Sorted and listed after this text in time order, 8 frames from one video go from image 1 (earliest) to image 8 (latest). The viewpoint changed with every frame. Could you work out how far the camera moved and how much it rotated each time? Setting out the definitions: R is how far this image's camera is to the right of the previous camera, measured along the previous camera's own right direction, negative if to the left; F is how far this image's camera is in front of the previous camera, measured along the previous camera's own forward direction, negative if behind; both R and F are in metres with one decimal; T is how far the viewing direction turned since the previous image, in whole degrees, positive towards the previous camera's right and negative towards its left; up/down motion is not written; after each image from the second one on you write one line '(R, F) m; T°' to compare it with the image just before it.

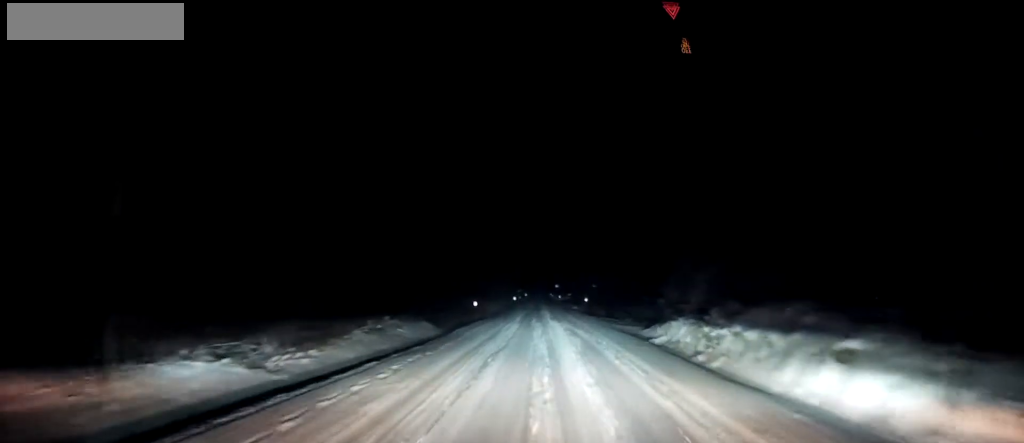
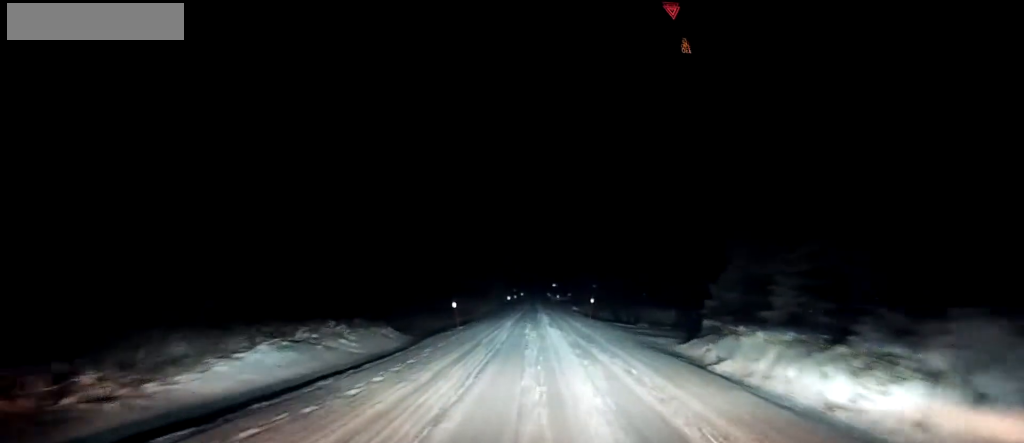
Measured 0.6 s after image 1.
(+0.1, +7.0) m; +1°
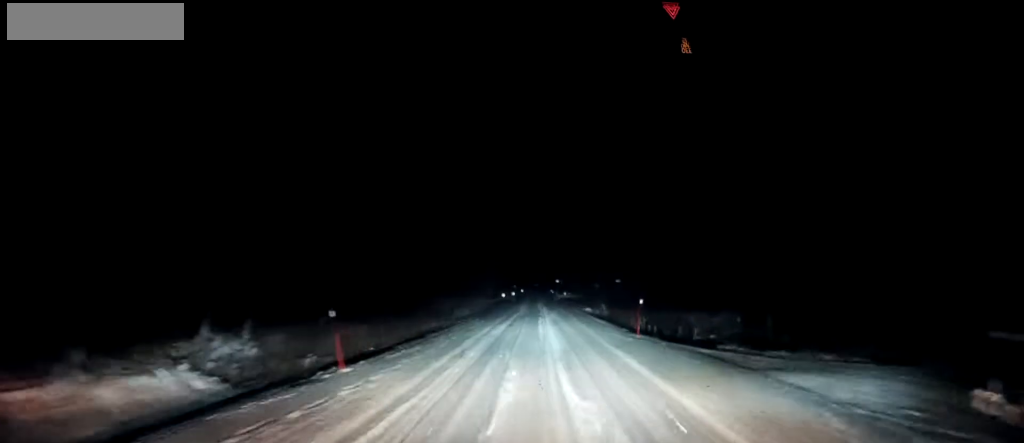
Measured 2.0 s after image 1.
(0.0, +16.0) m; -1°
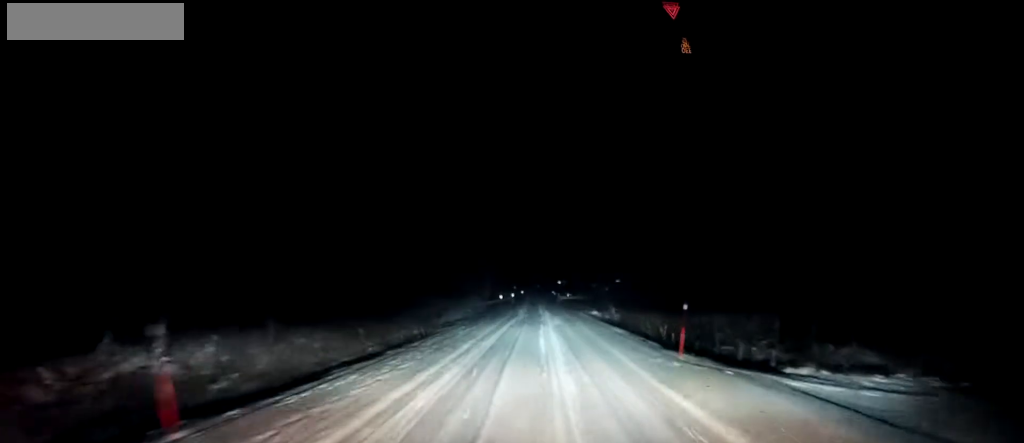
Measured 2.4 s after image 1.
(+0.1, +5.4) m; -1°
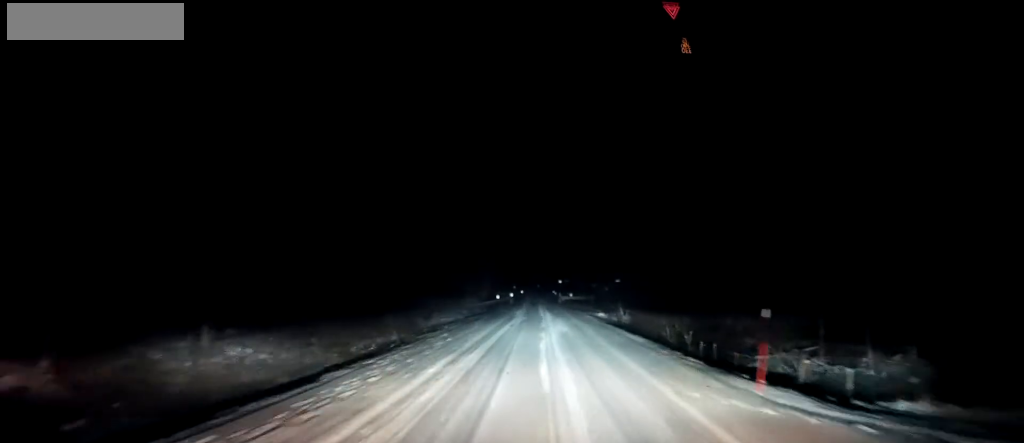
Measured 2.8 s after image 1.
(-0.1, +4.6) m; +1°
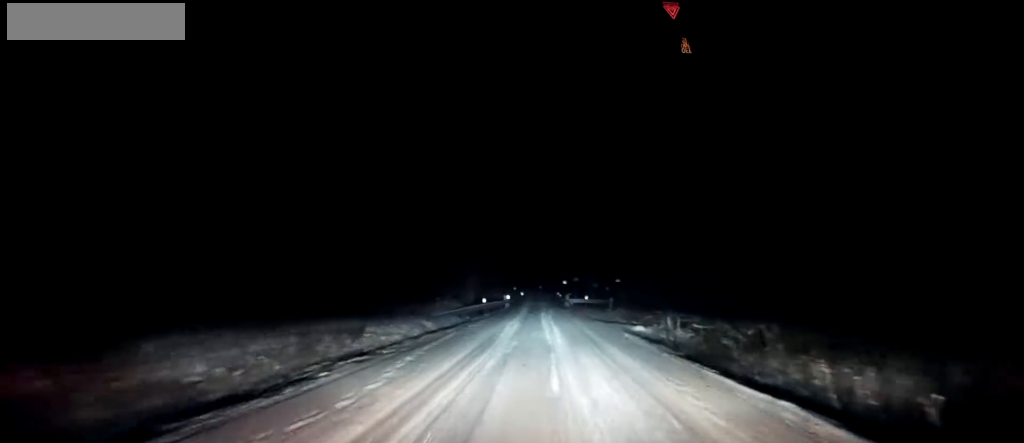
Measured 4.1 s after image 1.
(+0.3, +15.0) m; +2°
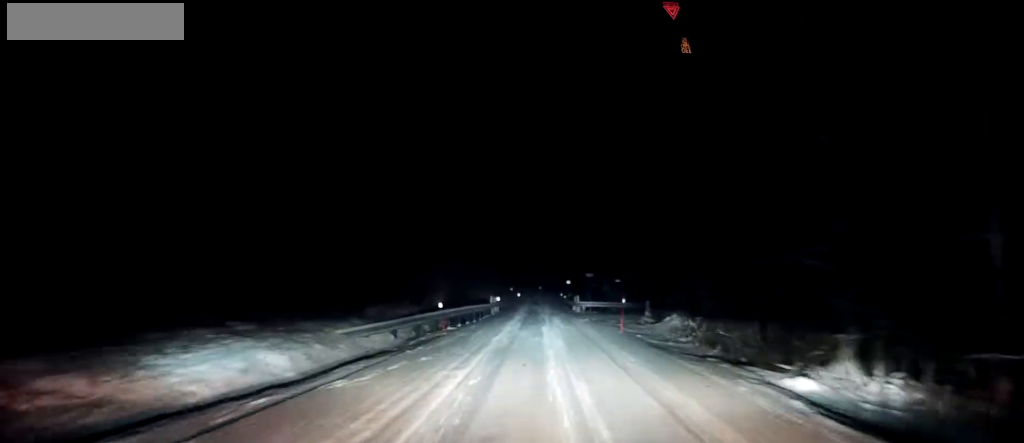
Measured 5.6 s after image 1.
(-0.5, +16.7) m; -2°
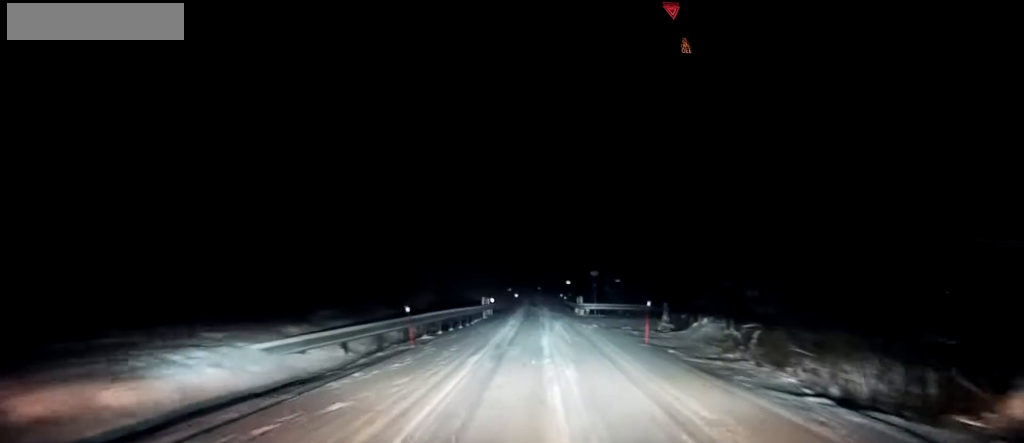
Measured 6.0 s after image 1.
(+0.1, +5.1) m; +1°
